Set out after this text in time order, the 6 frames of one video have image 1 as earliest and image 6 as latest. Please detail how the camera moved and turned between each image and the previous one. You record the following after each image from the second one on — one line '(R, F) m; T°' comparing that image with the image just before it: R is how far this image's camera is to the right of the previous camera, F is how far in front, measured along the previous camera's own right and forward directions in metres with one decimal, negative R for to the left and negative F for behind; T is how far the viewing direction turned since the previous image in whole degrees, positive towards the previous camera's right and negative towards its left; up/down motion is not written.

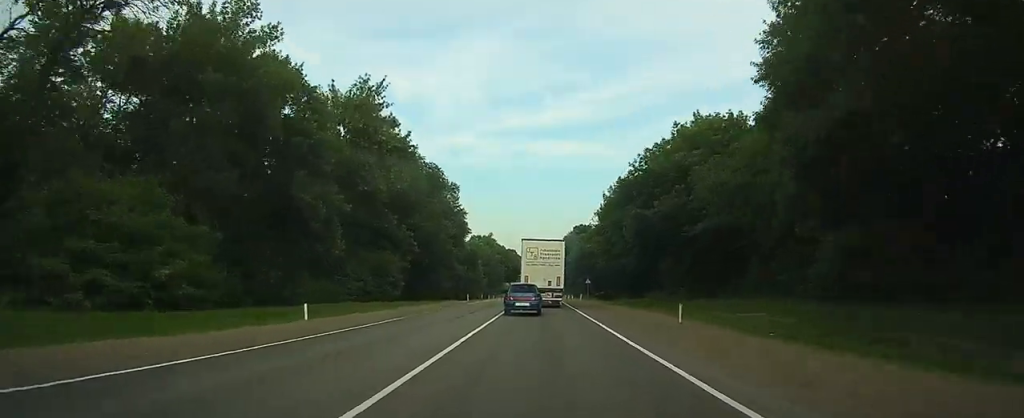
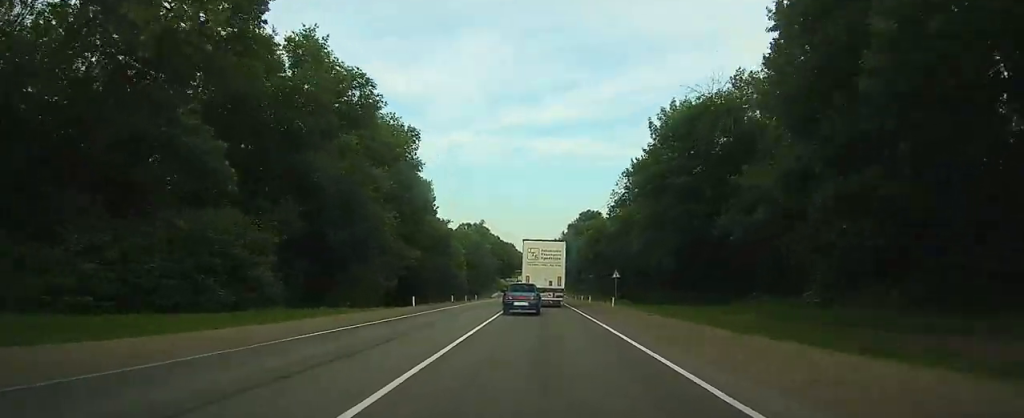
(+0.1, +30.4) m; 0°
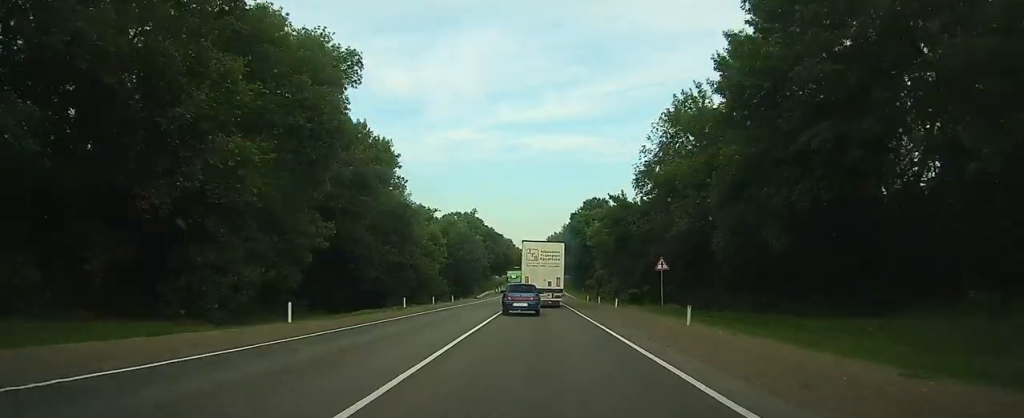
(0.0, +20.3) m; 0°
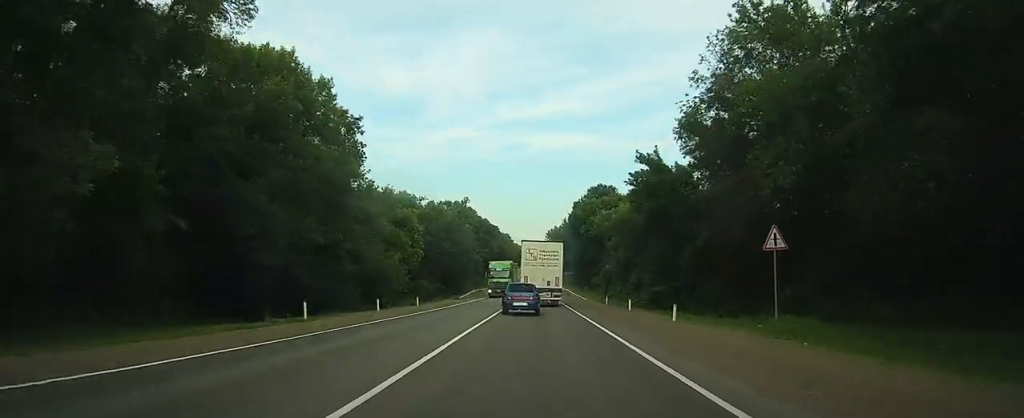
(-0.1, +16.4) m; 0°
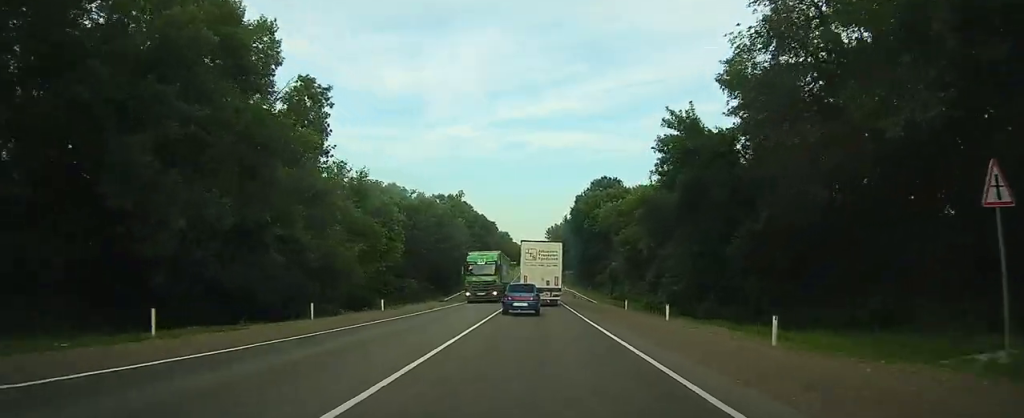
(0.0, +9.4) m; 0°
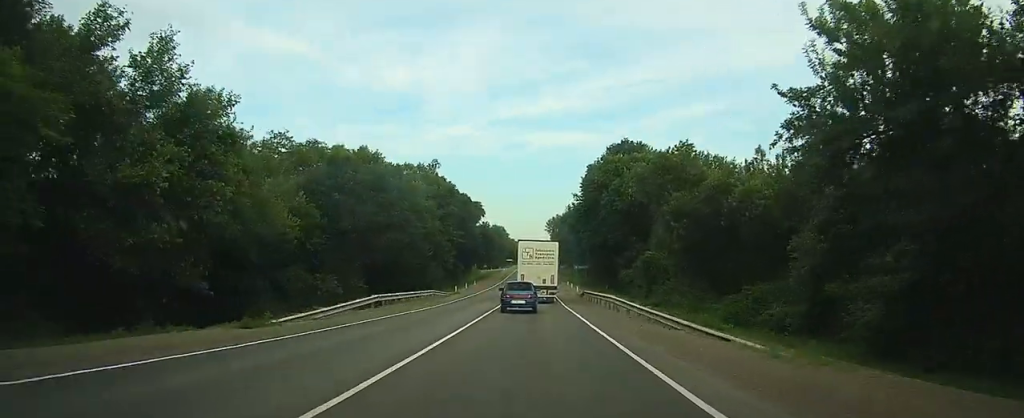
(0.0, +32.9) m; 0°
